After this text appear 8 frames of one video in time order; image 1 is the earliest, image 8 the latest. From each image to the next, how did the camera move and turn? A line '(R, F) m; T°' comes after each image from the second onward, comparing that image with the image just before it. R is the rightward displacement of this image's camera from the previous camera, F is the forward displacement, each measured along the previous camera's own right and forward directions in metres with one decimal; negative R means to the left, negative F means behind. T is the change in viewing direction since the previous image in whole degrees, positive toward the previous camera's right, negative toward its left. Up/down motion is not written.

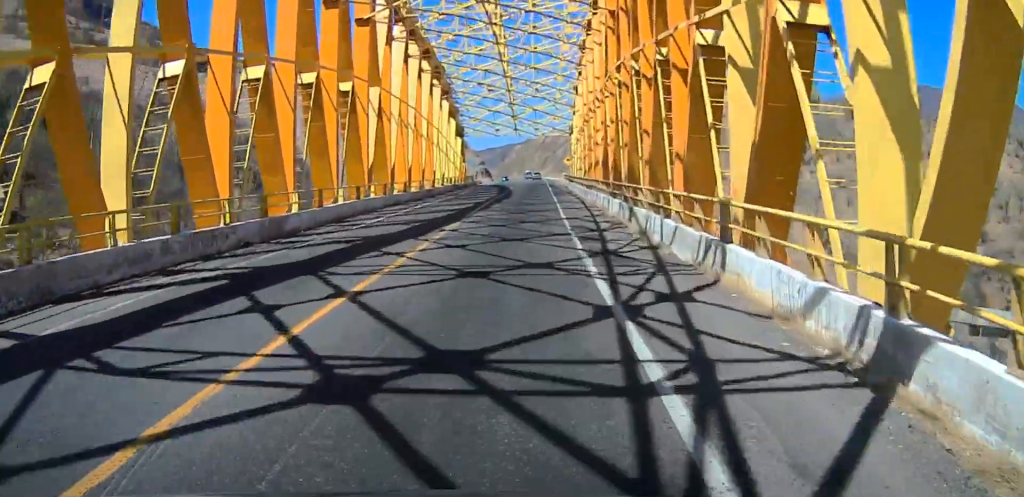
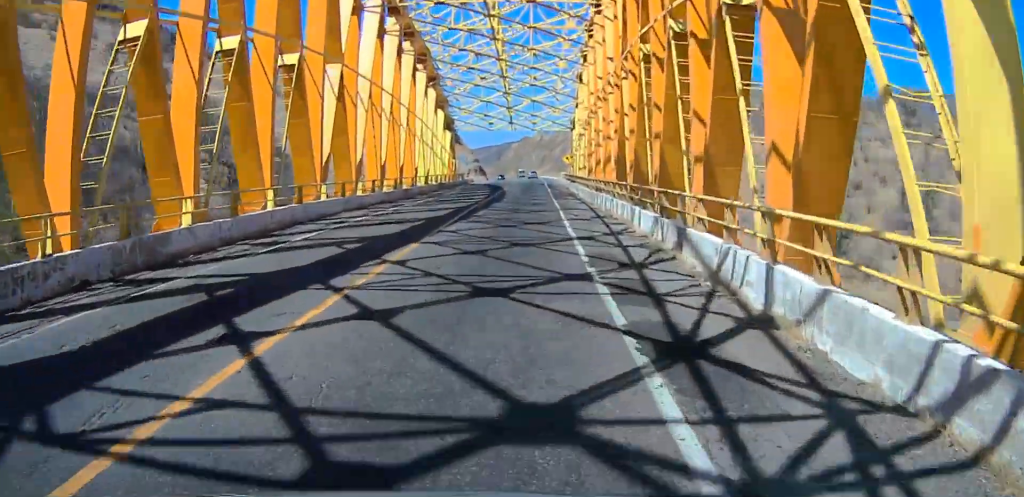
(-0.1, +8.7) m; +3°
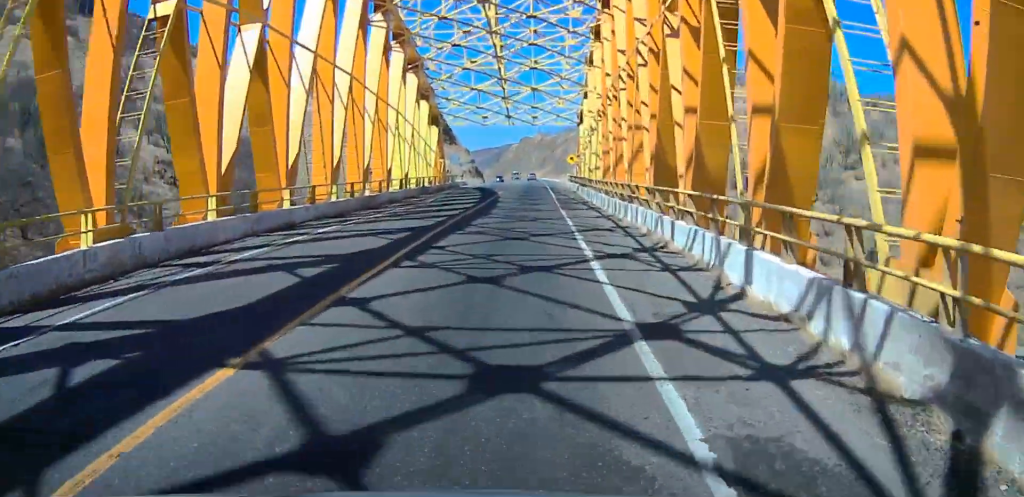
(-0.7, +11.0) m; +7°
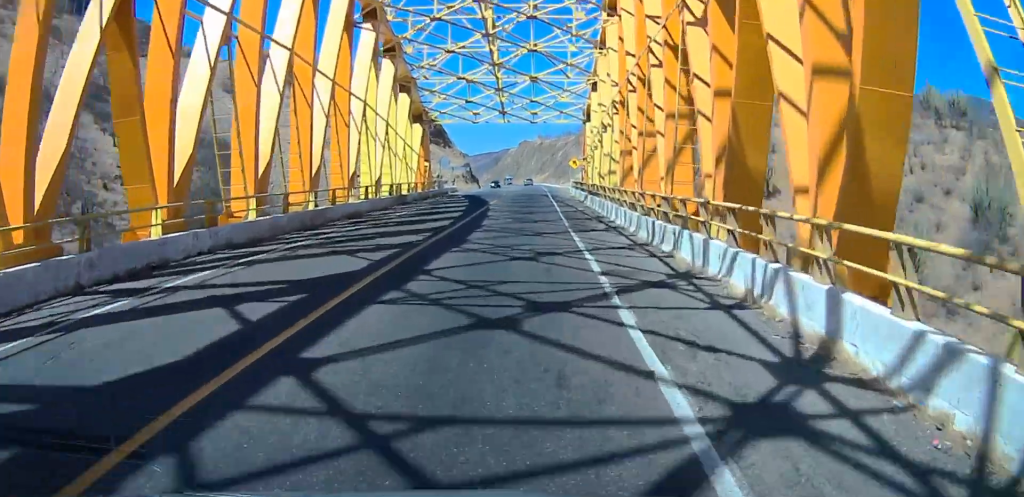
(+1.6, +9.3) m; +6°
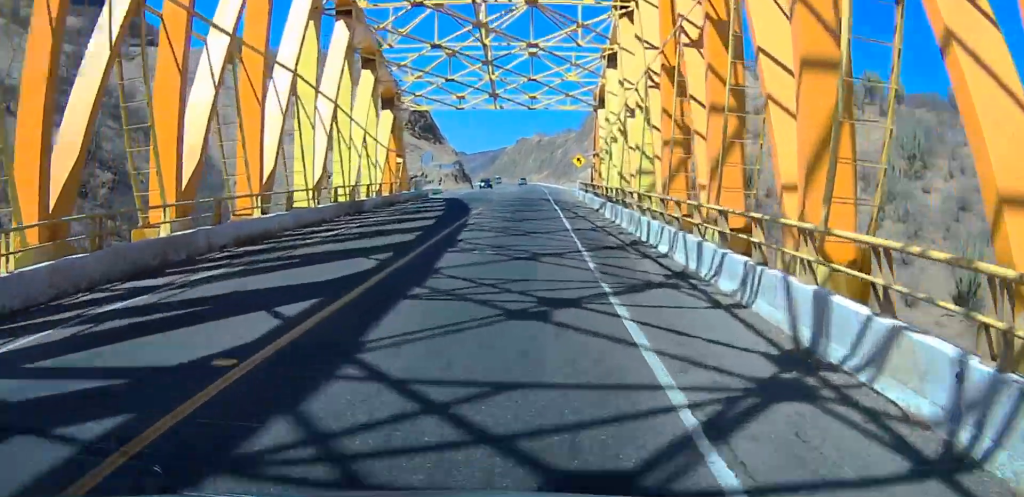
(+1.1, +11.5) m; +5°
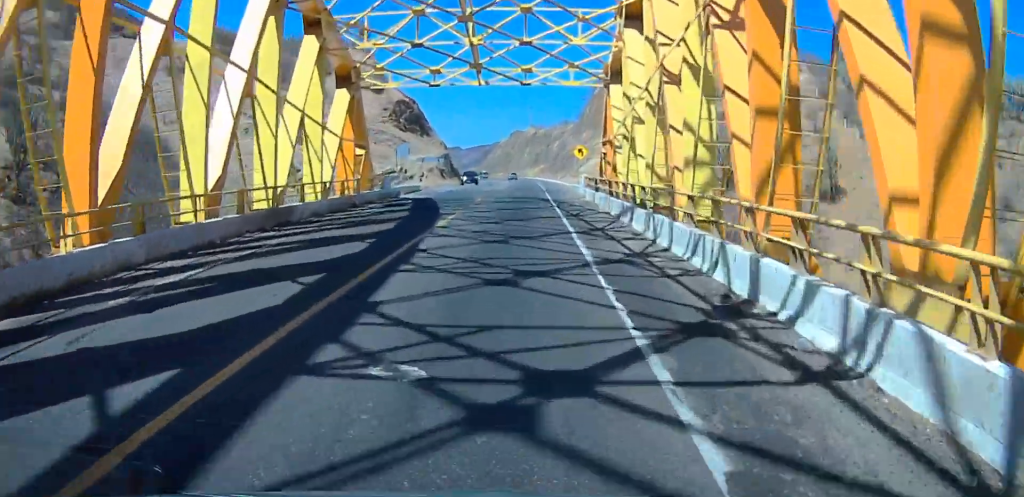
(0.0, +9.3) m; 0°
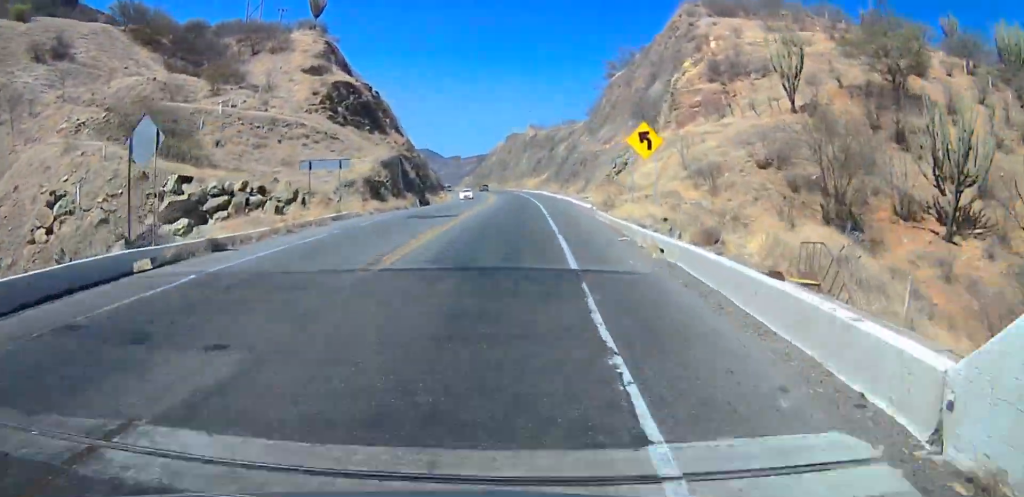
(-0.5, +36.3) m; -6°
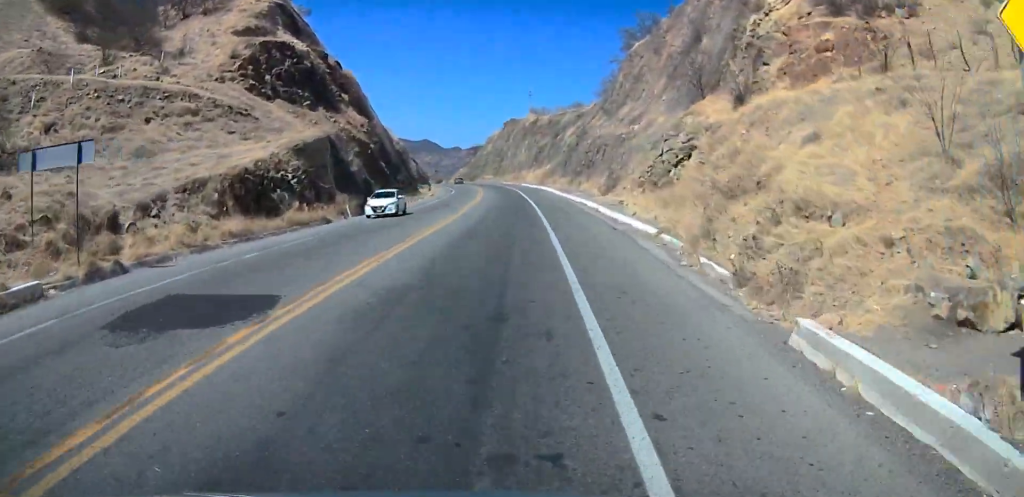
(-2.7, +21.9) m; -13°
